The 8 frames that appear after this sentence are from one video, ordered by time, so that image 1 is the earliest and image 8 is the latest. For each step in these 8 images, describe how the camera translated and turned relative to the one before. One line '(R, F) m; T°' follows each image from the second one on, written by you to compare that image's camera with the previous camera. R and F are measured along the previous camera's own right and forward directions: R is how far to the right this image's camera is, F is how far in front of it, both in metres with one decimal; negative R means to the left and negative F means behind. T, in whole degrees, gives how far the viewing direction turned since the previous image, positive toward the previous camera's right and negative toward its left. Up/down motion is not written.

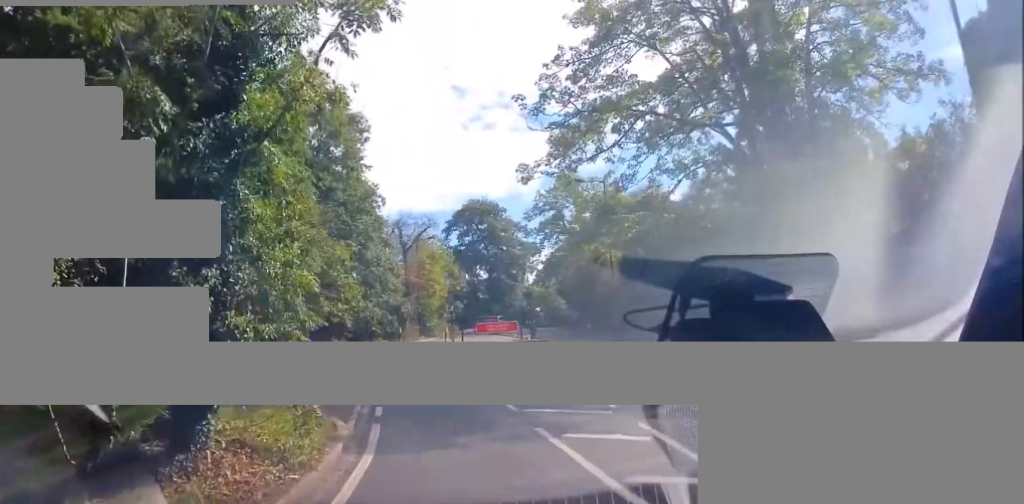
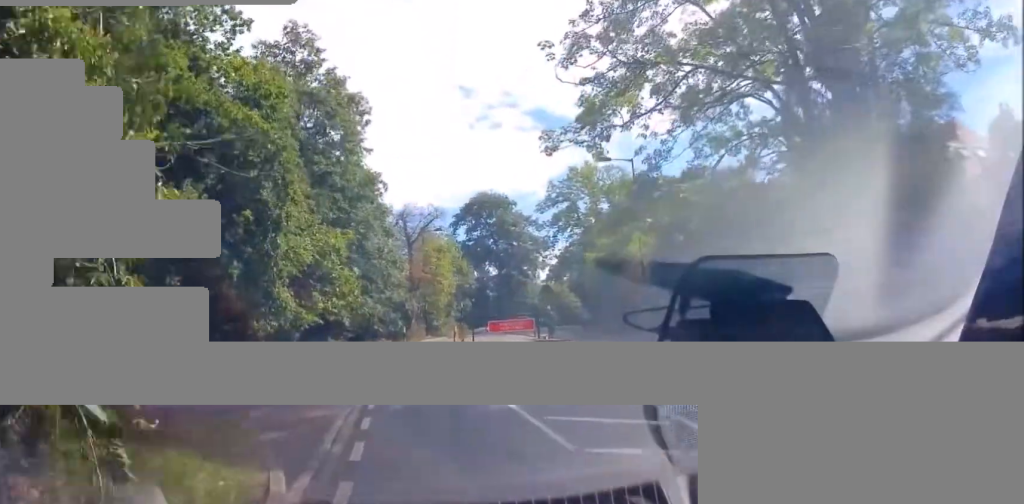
(0.0, +3.7) m; +1°
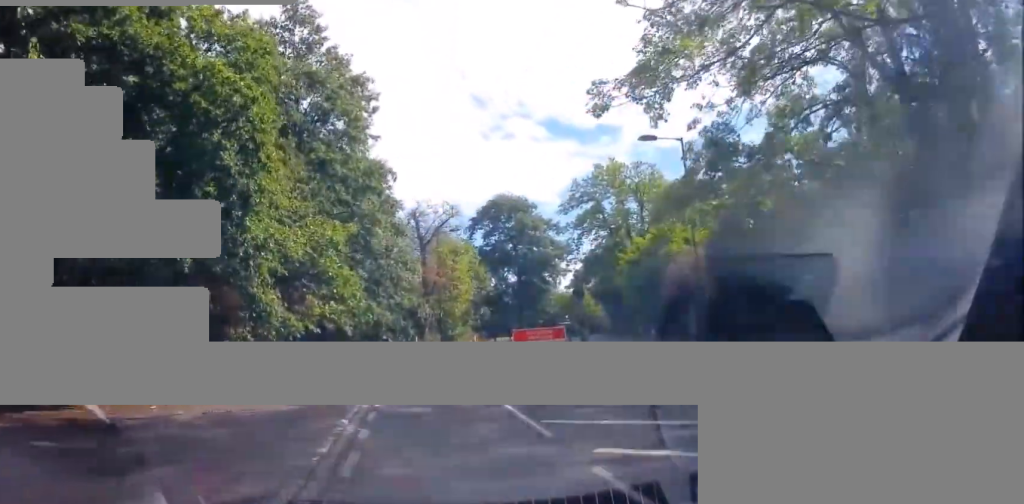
(+0.1, +4.2) m; -1°
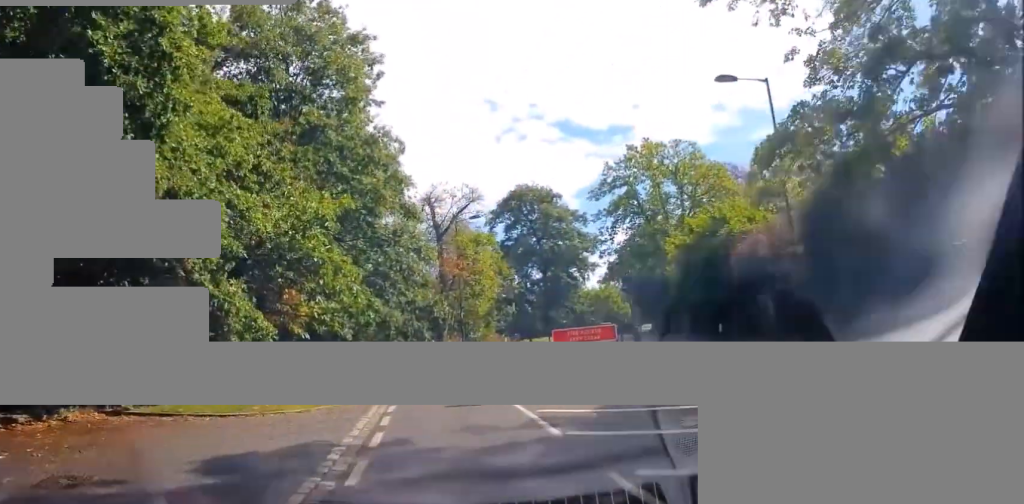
(-0.4, +5.5) m; -7°
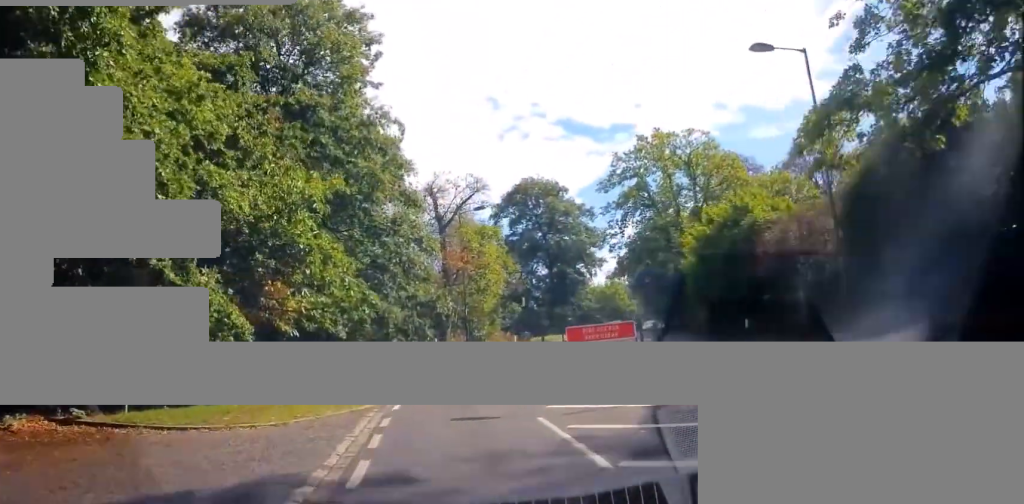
(-0.1, +2.0) m; -2°
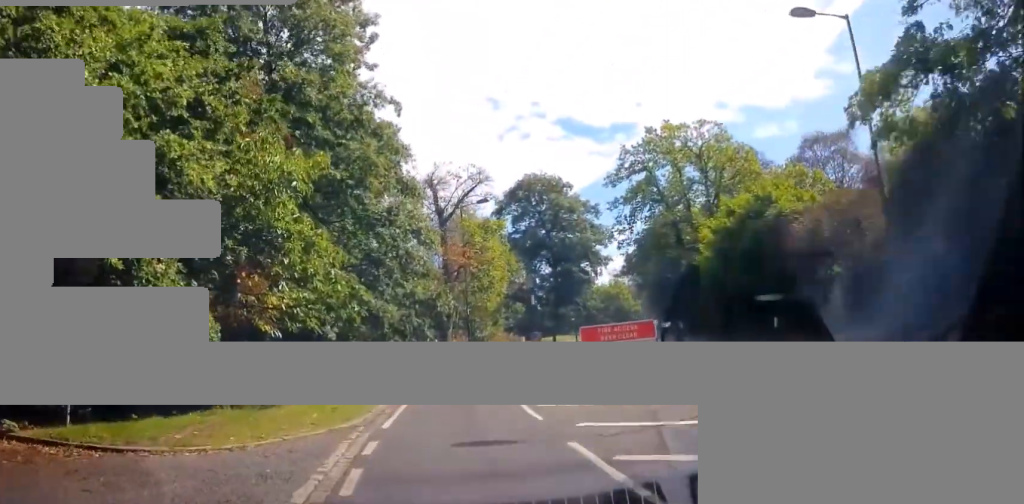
(+0.2, +2.1) m; -1°
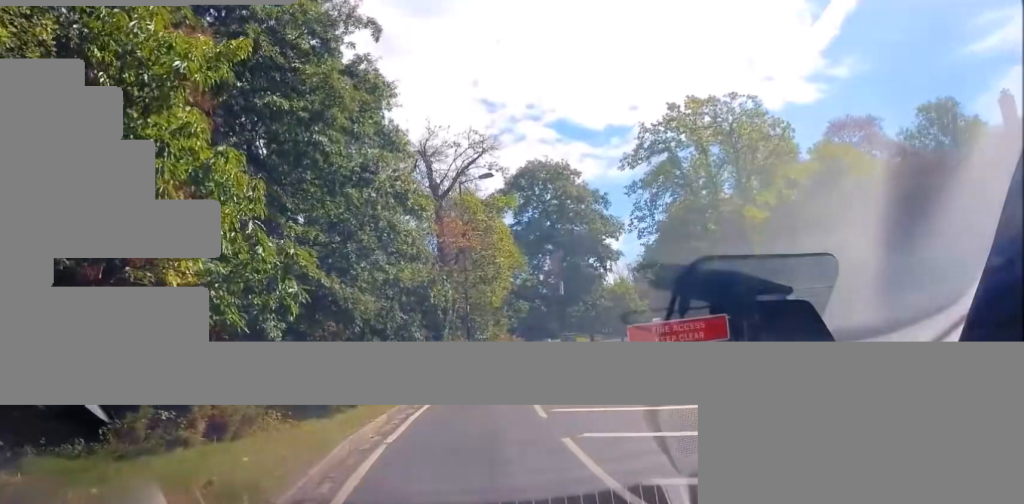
(0.0, +5.5) m; +9°
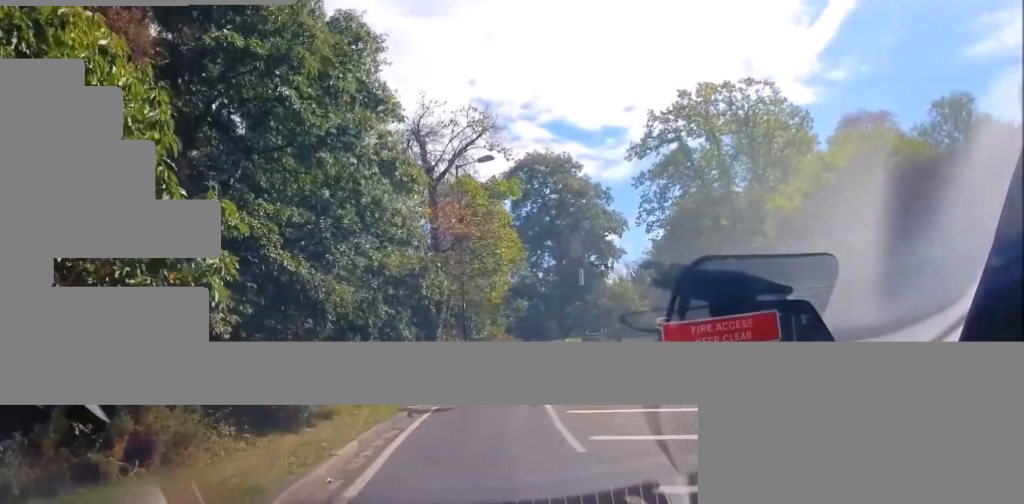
(+0.9, +2.0) m; -2°
